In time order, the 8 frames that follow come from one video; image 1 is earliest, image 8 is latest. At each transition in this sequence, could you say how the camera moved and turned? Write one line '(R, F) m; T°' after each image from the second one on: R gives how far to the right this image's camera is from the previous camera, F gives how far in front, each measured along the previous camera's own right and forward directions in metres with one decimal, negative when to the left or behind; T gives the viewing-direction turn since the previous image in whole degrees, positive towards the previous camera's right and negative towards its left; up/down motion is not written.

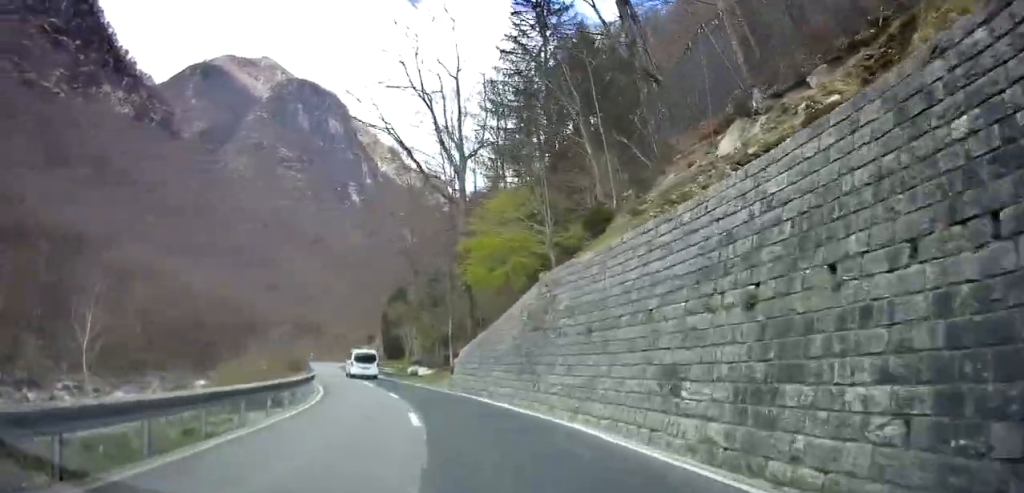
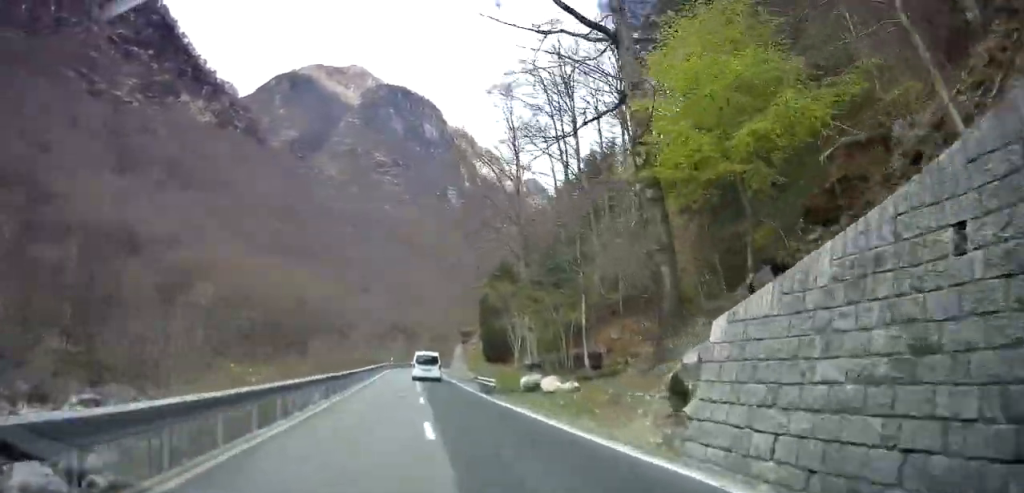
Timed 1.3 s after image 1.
(-1.4, +19.1) m; -8°
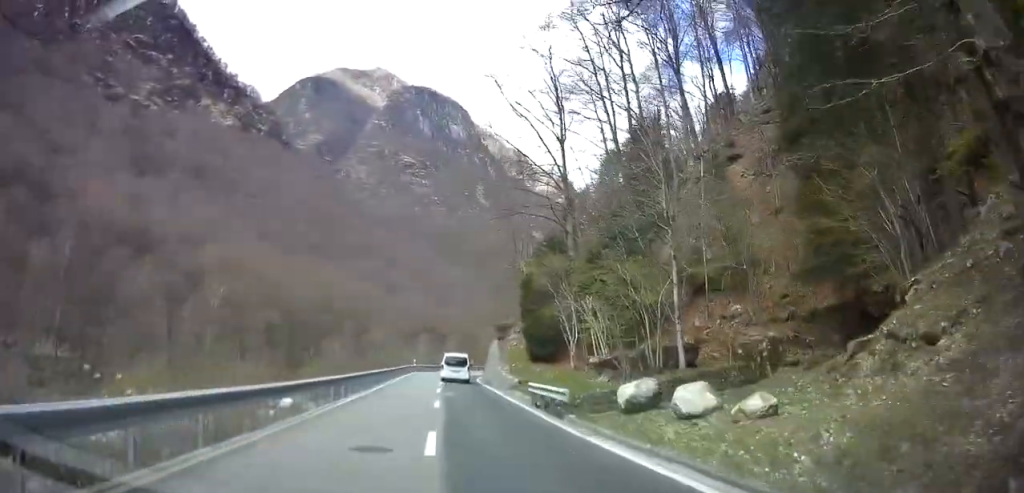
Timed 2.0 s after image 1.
(-0.3, +10.8) m; -4°
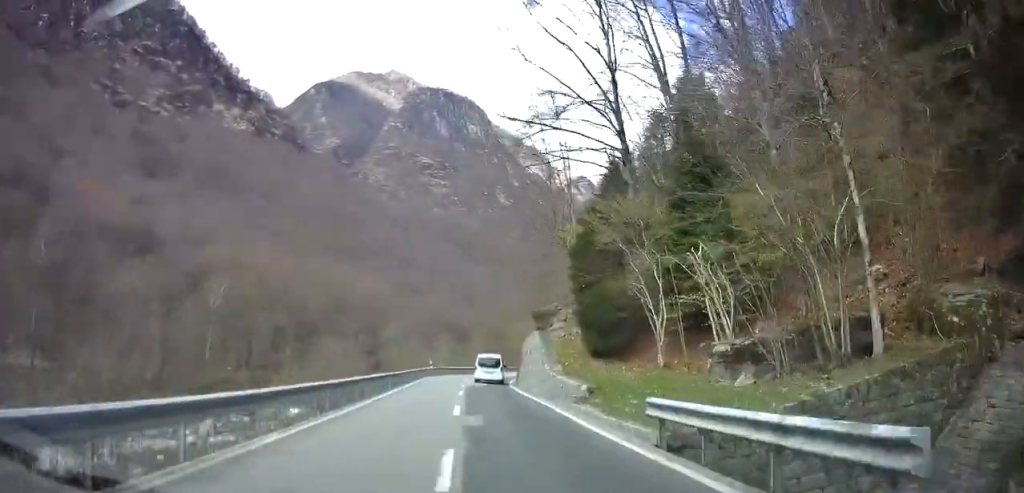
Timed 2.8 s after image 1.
(-0.6, +10.8) m; -2°
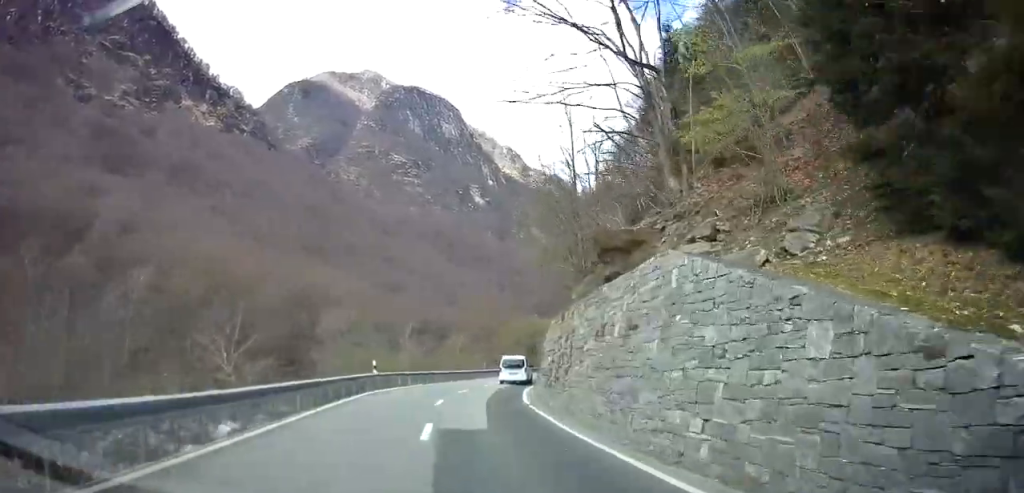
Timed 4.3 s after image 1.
(0.0, +22.5) m; +1°
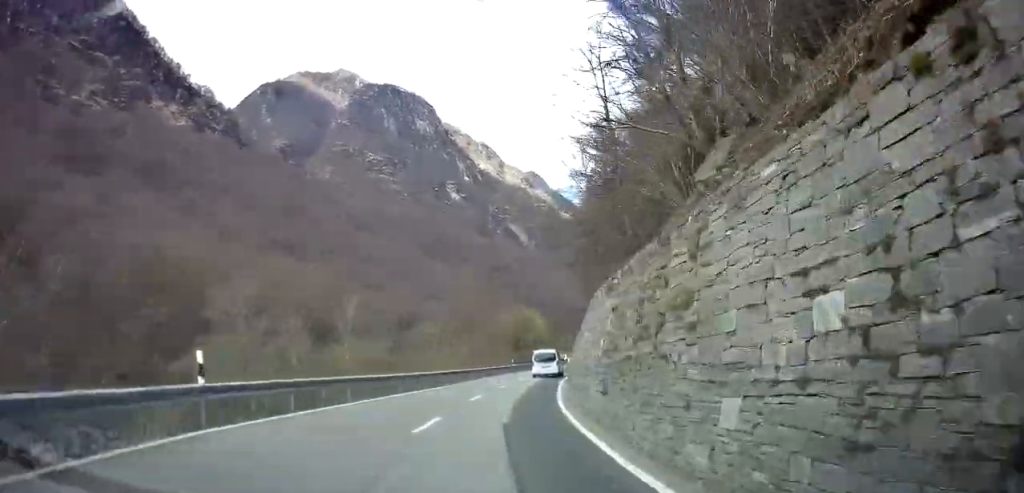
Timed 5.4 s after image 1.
(+0.1, +16.6) m; +1°
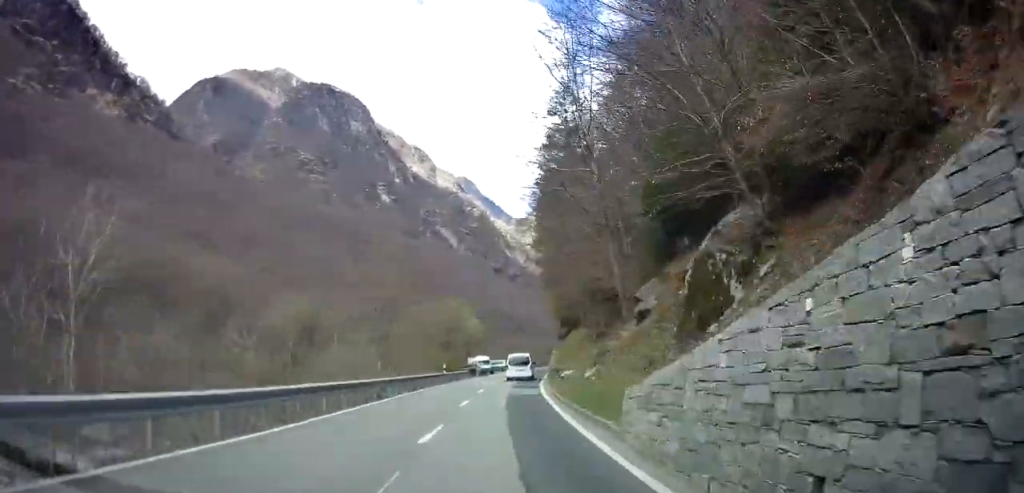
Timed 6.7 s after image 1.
(+0.7, +18.1) m; +6°
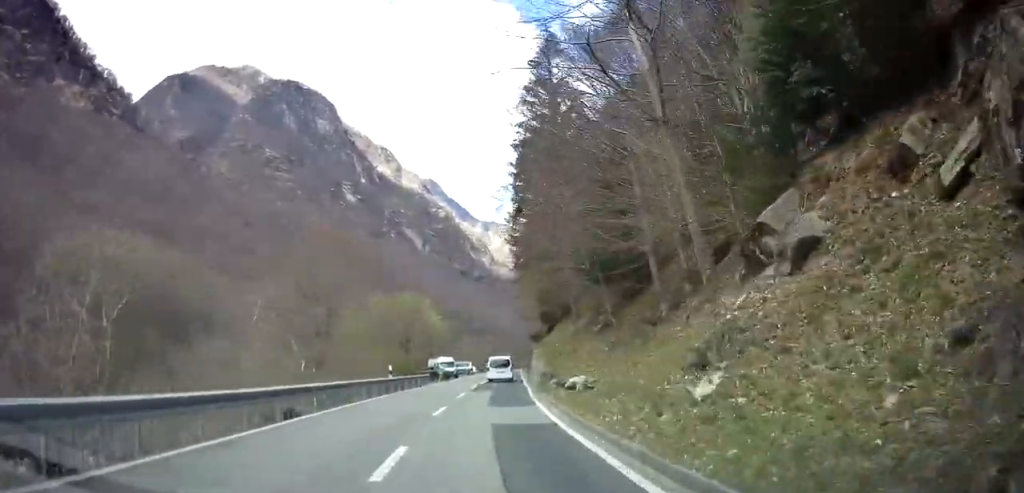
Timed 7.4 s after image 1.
(+0.4, +11.4) m; +3°
